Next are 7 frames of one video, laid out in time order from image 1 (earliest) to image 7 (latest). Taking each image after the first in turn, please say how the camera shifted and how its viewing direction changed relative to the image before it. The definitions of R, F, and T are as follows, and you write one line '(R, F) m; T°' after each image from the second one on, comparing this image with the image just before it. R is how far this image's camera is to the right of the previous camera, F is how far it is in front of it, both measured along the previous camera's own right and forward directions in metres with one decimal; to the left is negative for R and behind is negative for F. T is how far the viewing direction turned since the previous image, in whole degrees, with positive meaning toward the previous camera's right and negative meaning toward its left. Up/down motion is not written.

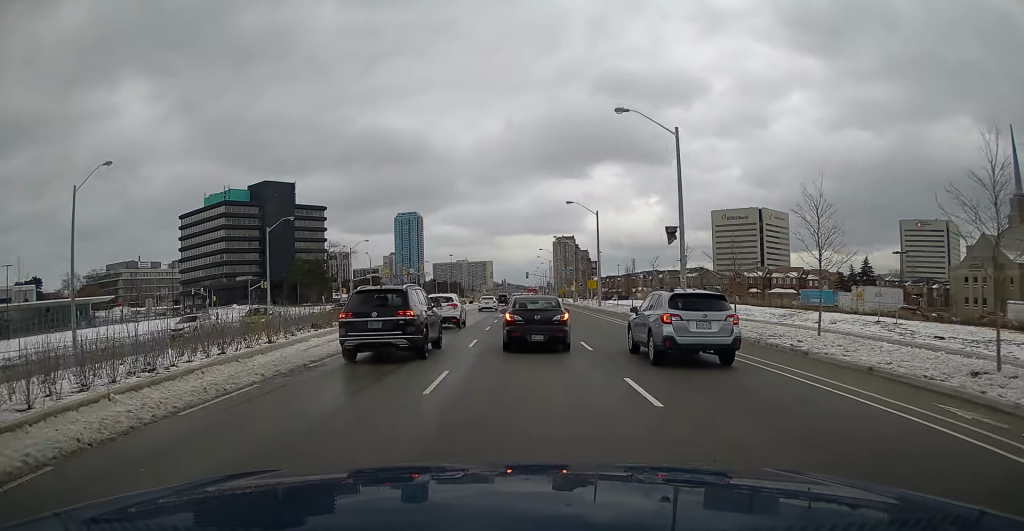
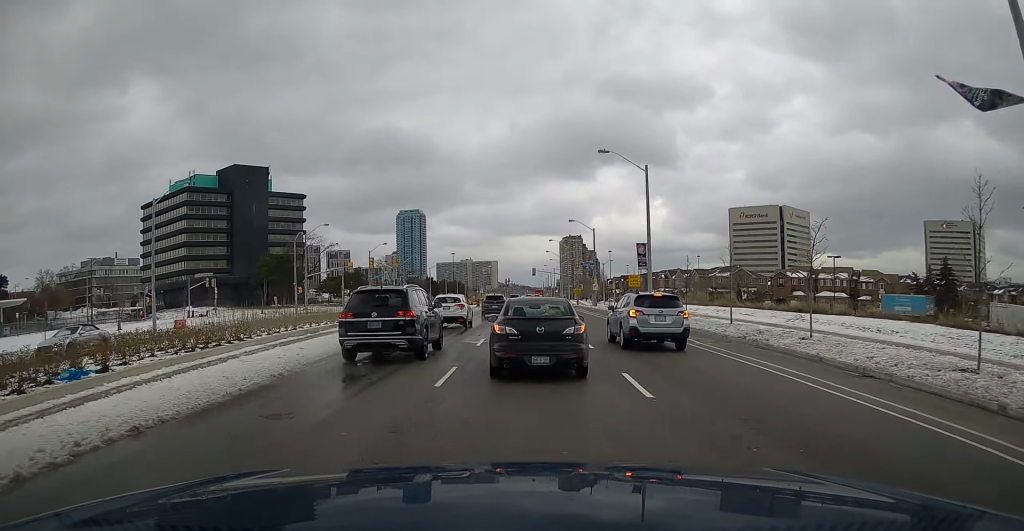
(-0.1, +26.6) m; 0°
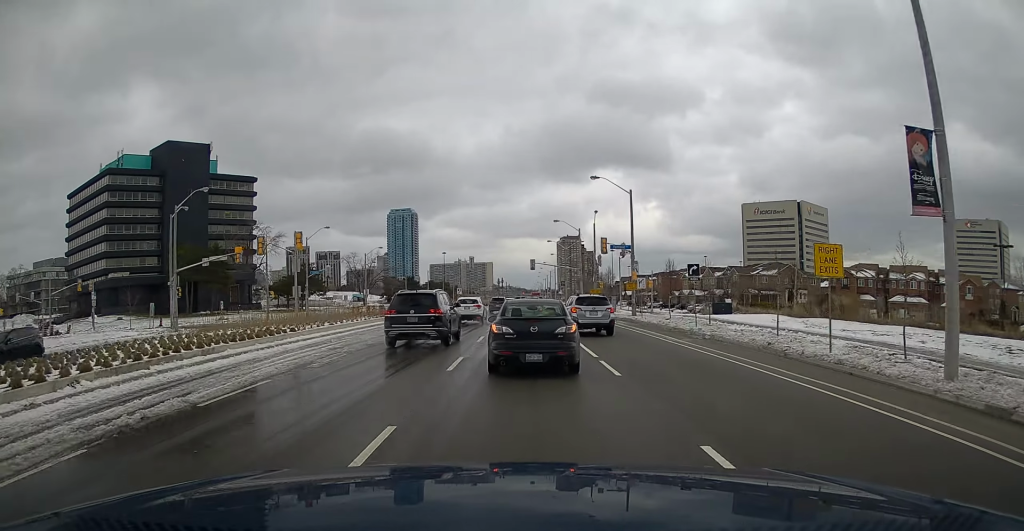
(0.0, +36.5) m; 0°
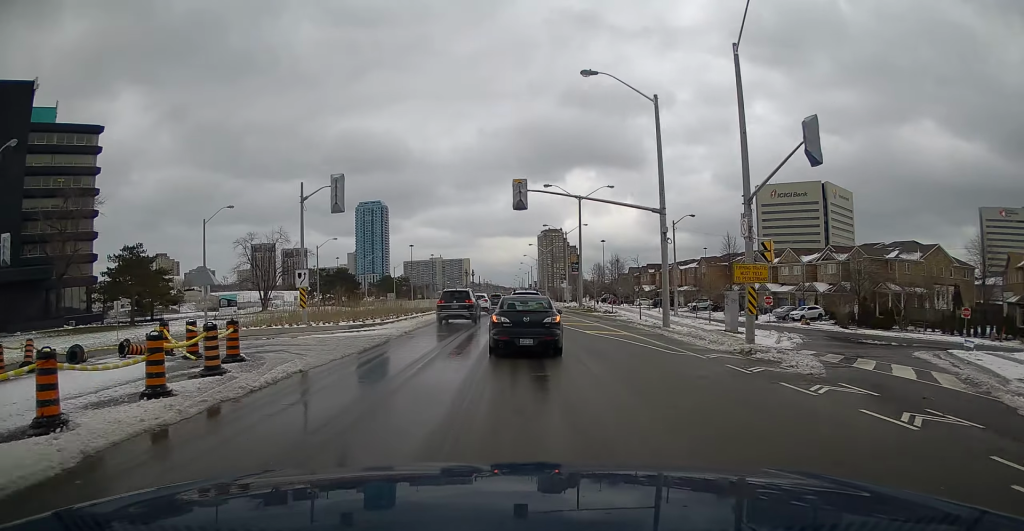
(+0.4, +55.3) m; +2°
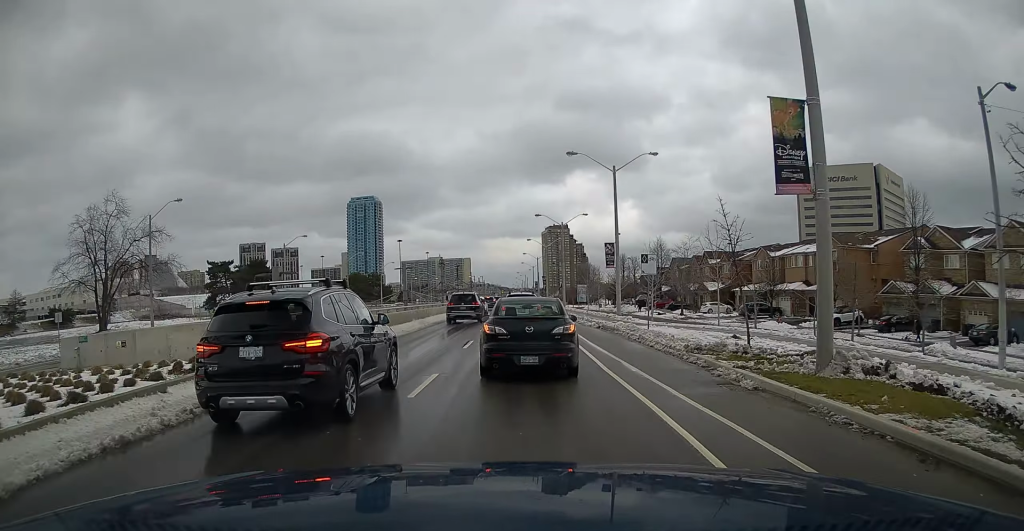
(+0.2, +46.0) m; -1°
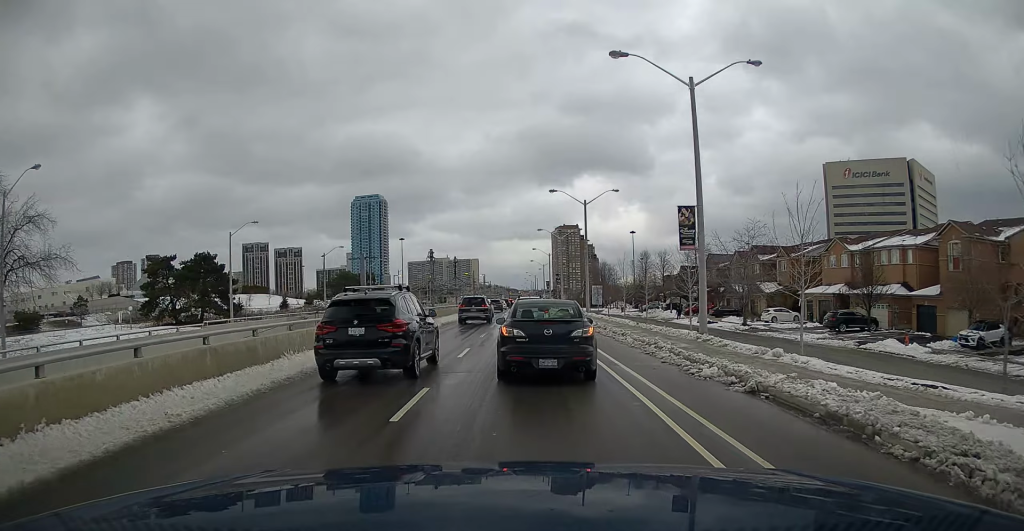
(-0.3, +20.4) m; -1°
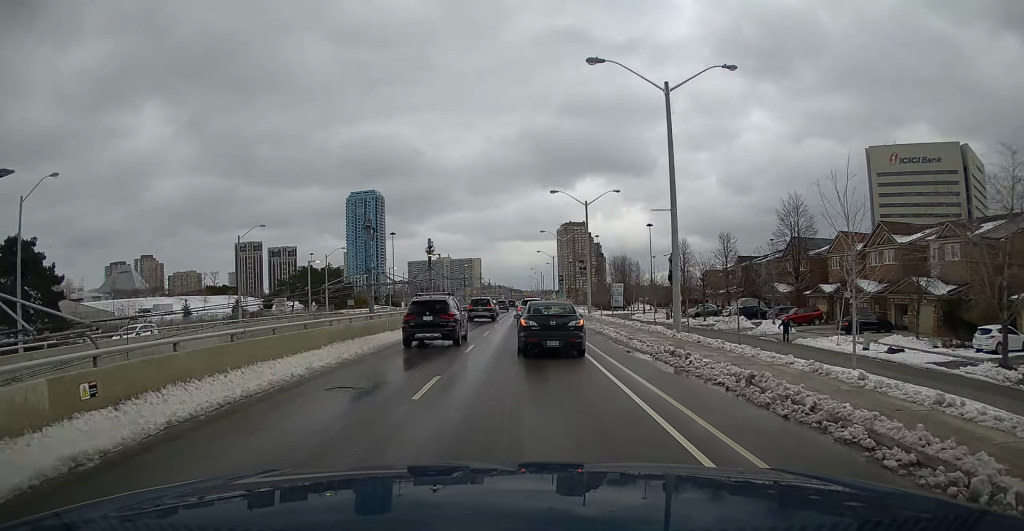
(-0.1, +36.9) m; +1°
